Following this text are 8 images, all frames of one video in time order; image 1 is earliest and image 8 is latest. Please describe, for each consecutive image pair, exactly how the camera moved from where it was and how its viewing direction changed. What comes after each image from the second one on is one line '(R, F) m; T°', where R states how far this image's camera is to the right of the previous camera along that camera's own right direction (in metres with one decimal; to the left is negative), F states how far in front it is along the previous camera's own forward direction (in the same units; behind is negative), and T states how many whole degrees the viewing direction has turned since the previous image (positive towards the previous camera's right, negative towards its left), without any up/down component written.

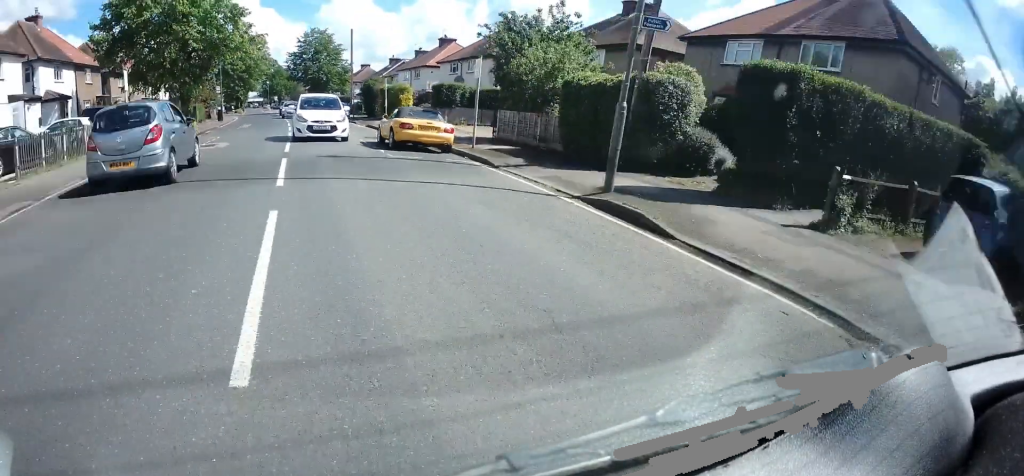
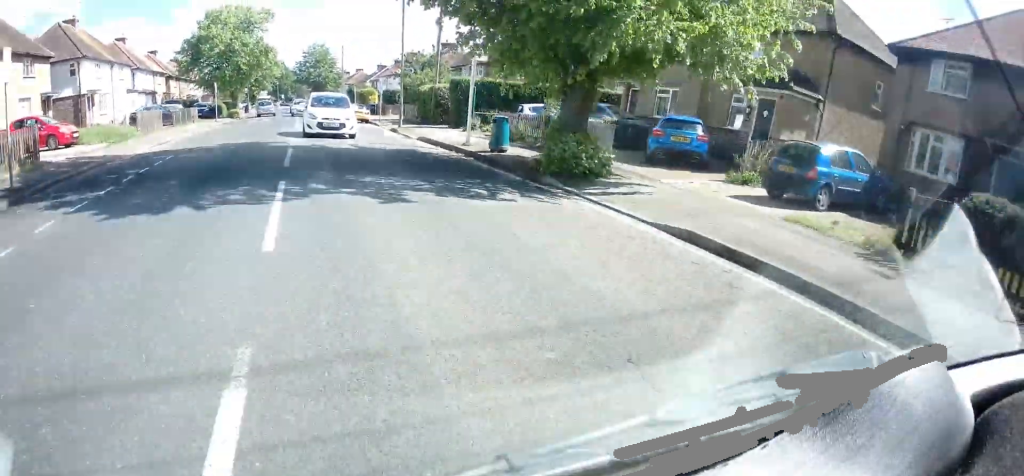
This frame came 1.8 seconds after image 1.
(+0.4, +20.5) m; +1°
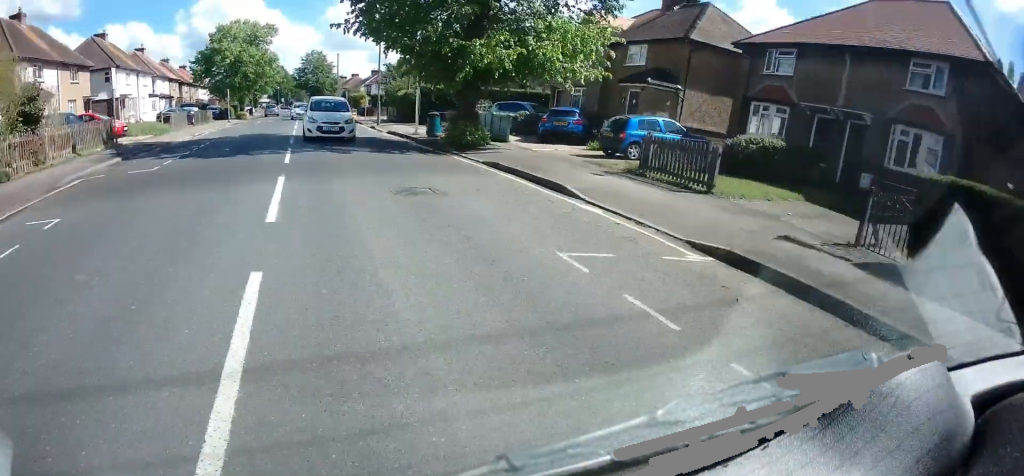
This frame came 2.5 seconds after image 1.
(-0.2, +7.4) m; -1°
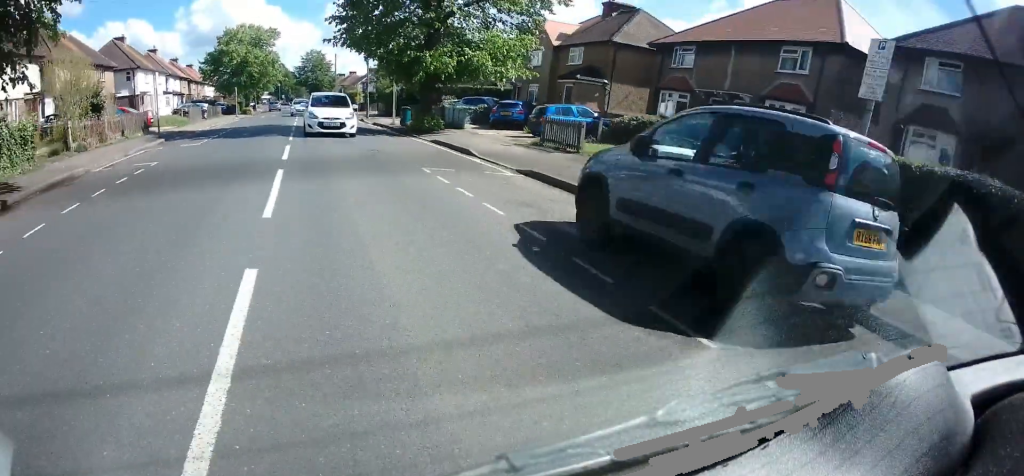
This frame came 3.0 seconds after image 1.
(-0.1, +6.0) m; 0°
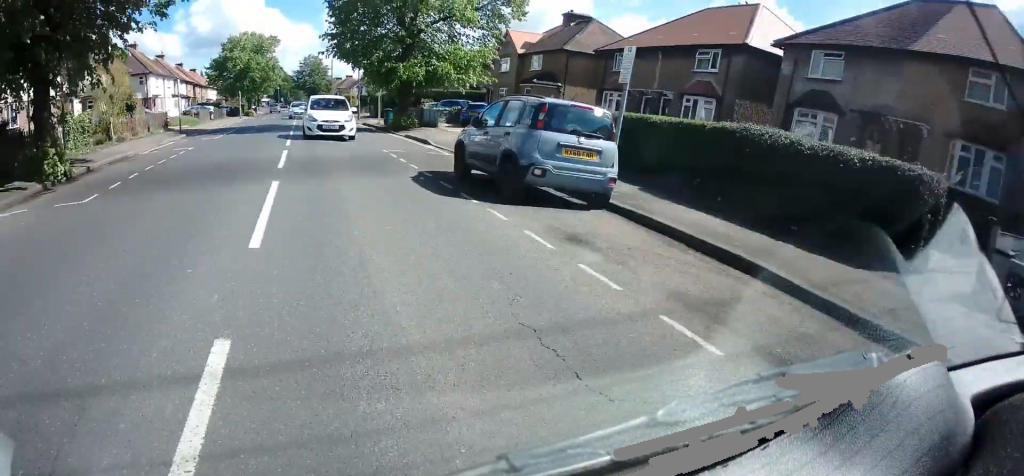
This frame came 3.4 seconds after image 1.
(0.0, +4.9) m; +1°
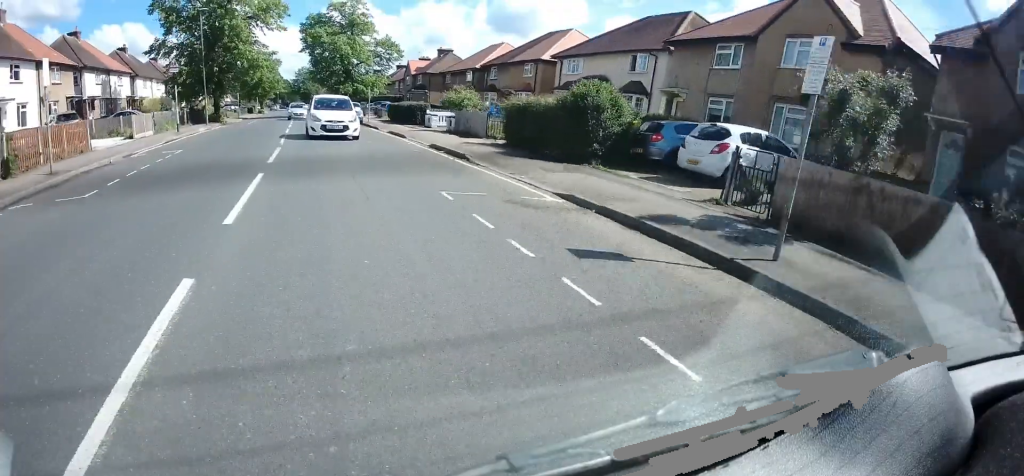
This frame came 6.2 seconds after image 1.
(+0.2, +31.2) m; 0°
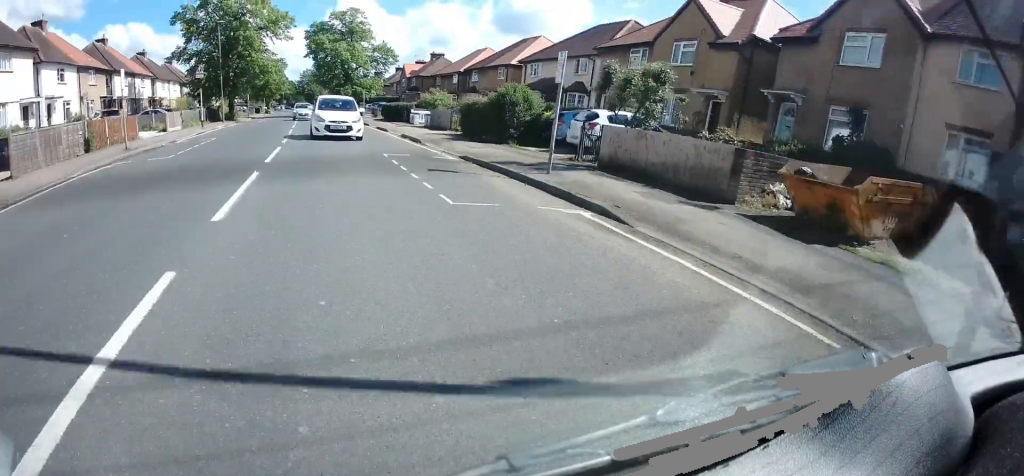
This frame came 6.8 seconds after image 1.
(+0.2, +6.3) m; 0°
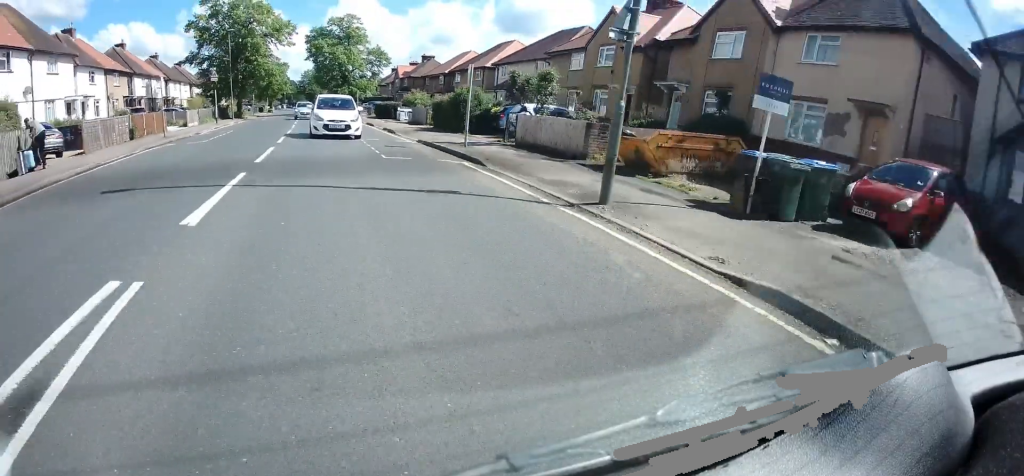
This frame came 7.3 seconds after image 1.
(-0.1, +5.8) m; +1°
